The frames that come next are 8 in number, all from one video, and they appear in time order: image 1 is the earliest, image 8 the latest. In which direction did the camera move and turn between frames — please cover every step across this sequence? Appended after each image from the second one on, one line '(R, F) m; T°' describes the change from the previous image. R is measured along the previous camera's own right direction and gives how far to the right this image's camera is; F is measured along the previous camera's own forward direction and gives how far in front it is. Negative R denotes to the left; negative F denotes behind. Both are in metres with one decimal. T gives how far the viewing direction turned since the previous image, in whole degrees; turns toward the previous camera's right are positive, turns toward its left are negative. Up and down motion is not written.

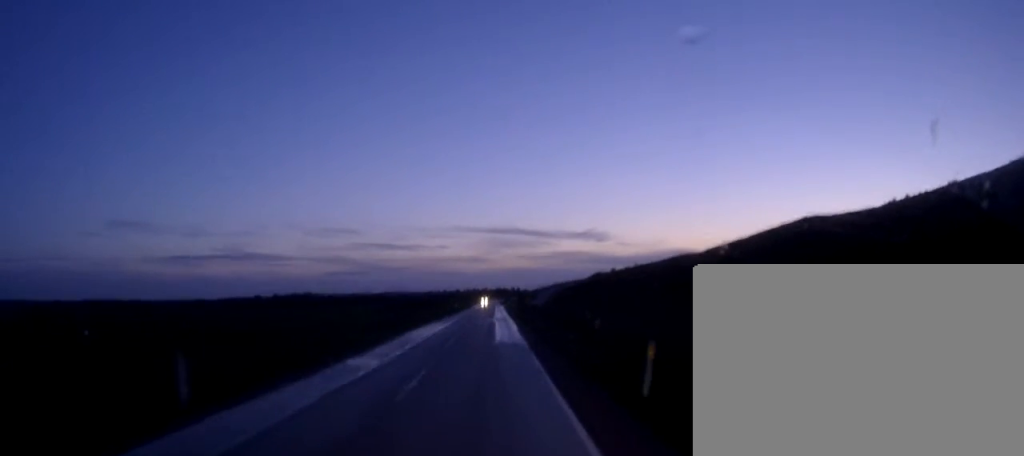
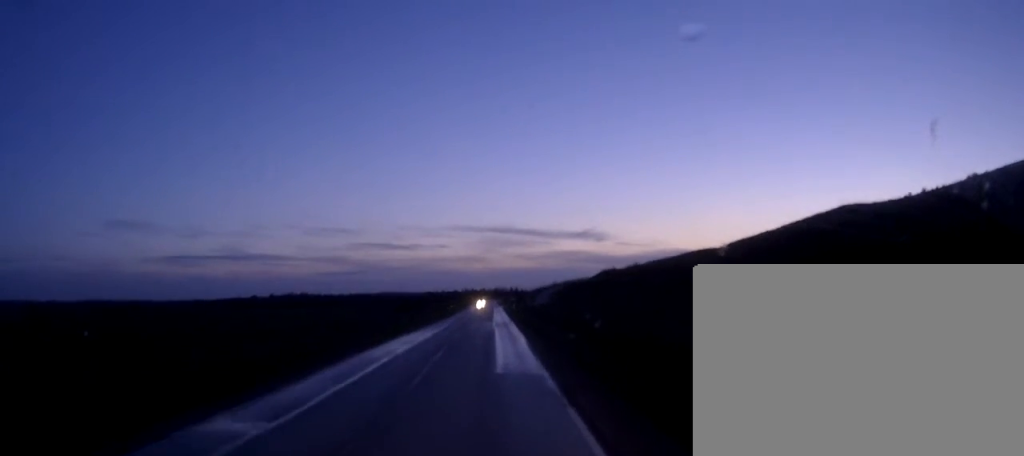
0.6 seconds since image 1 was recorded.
(-0.2, +11.6) m; 0°
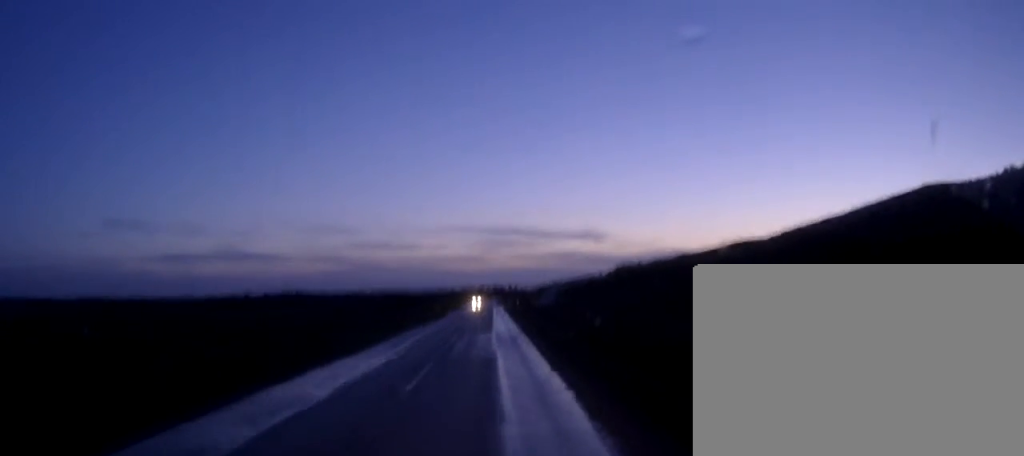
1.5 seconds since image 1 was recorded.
(+0.2, +19.1) m; +1°
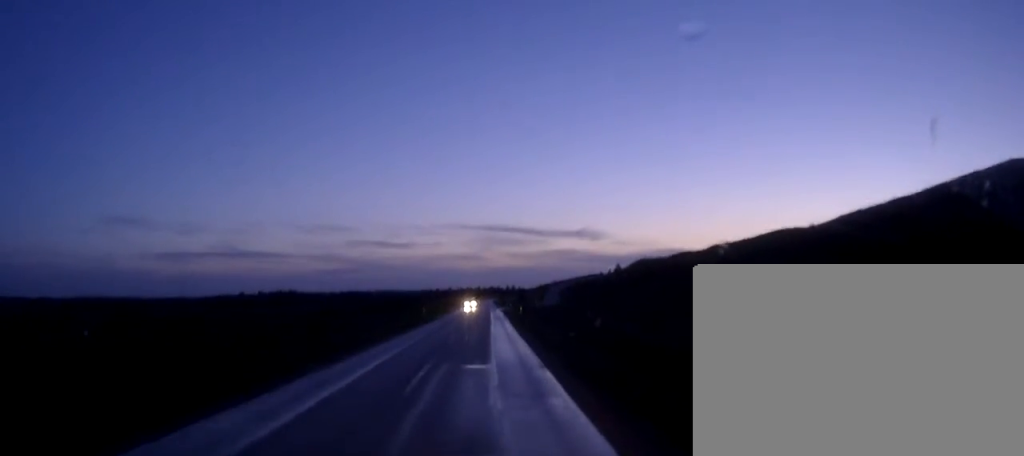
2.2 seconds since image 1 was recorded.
(0.0, +14.2) m; 0°
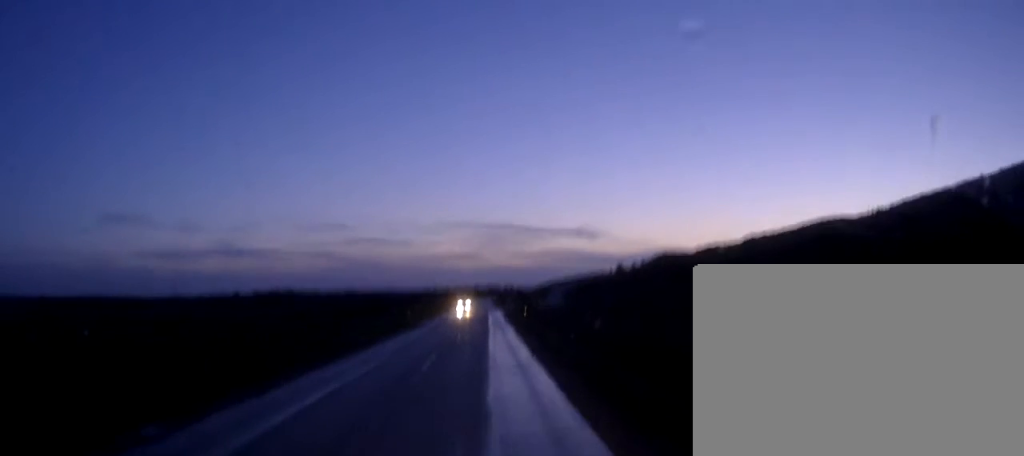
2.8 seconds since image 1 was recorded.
(0.0, +11.5) m; 0°
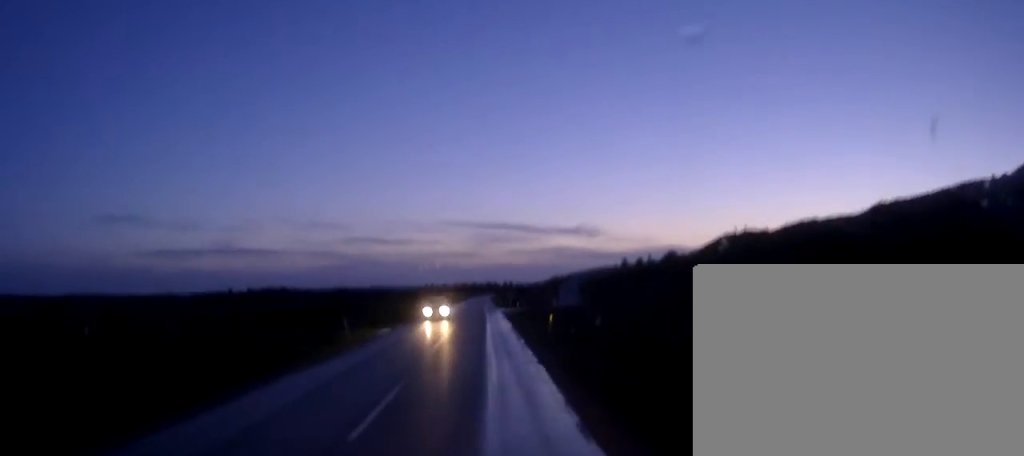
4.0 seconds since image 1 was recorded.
(+0.1, +24.5) m; 0°
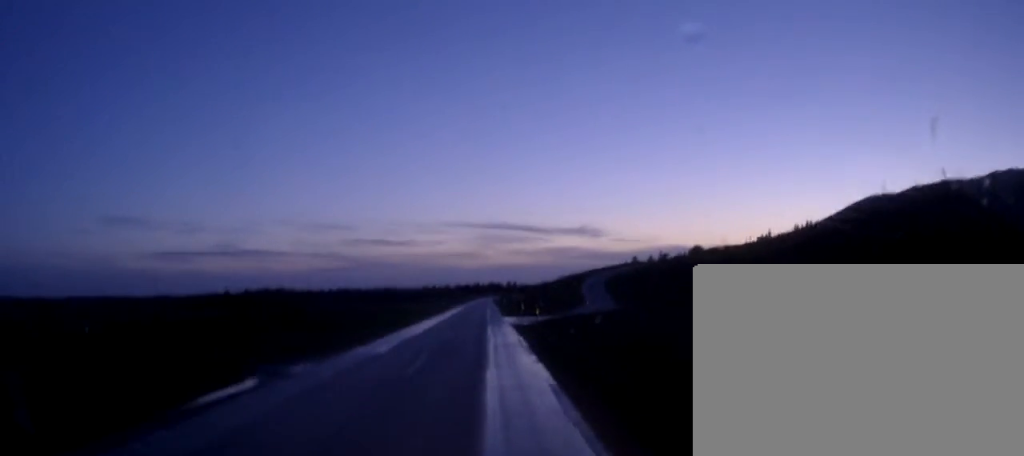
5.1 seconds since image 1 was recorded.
(-0.1, +23.9) m; 0°
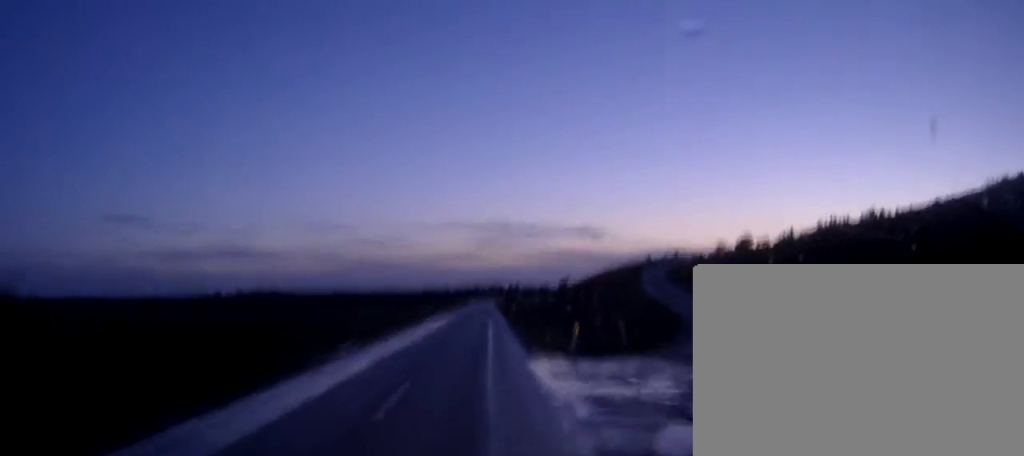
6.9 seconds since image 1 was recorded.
(0.0, +35.5) m; 0°
